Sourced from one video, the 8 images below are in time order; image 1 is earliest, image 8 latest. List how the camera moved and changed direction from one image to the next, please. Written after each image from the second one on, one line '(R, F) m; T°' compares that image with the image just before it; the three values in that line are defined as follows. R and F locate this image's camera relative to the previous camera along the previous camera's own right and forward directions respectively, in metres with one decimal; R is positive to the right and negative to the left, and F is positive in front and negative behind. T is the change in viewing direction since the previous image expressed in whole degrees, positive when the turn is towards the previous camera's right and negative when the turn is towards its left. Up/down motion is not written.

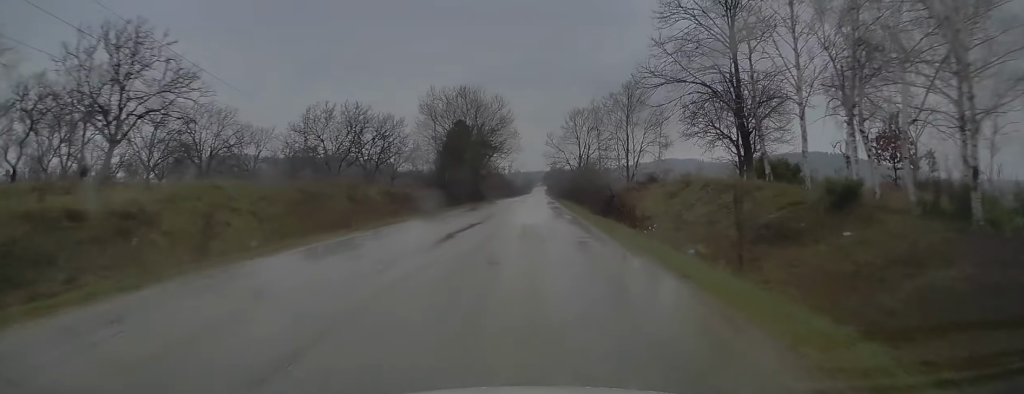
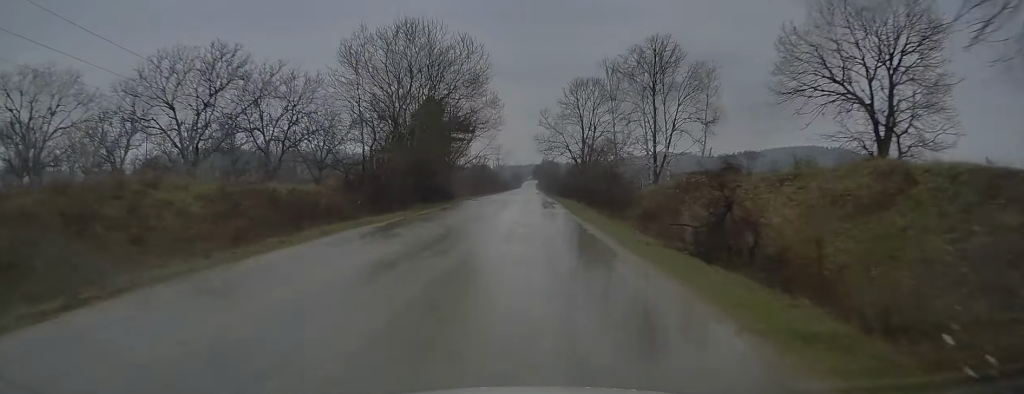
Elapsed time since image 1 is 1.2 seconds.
(+1.0, +22.0) m; +4°
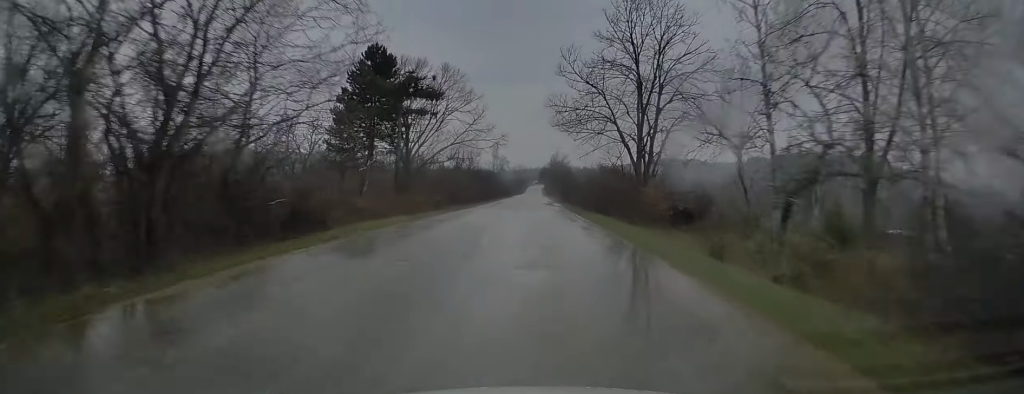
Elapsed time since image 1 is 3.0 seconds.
(+0.5, +34.7) m; 0°
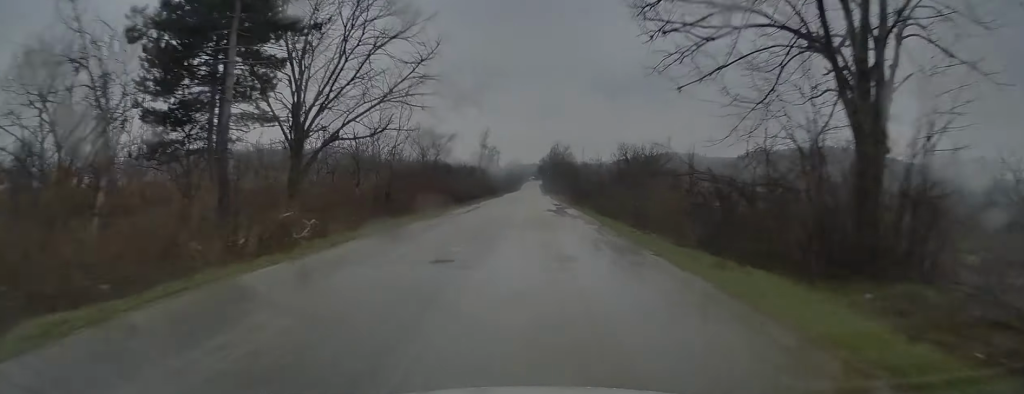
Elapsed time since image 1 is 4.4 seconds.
(-0.1, +26.8) m; -1°
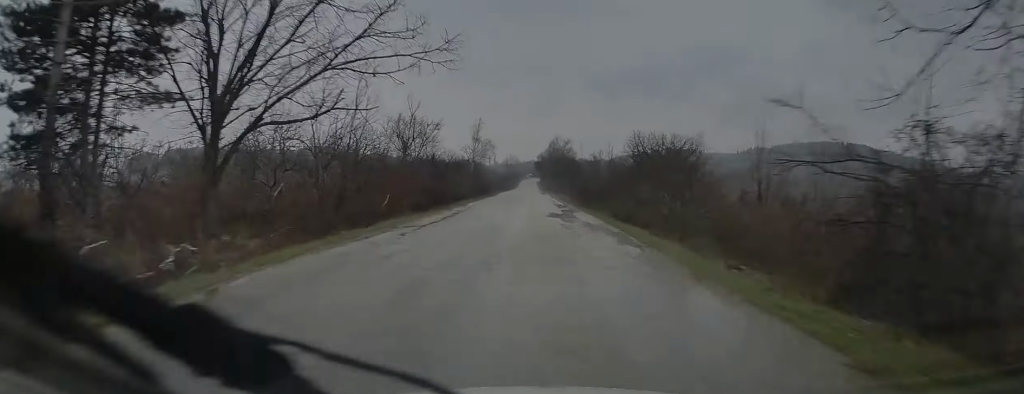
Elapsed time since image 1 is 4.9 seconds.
(0.0, +8.3) m; 0°
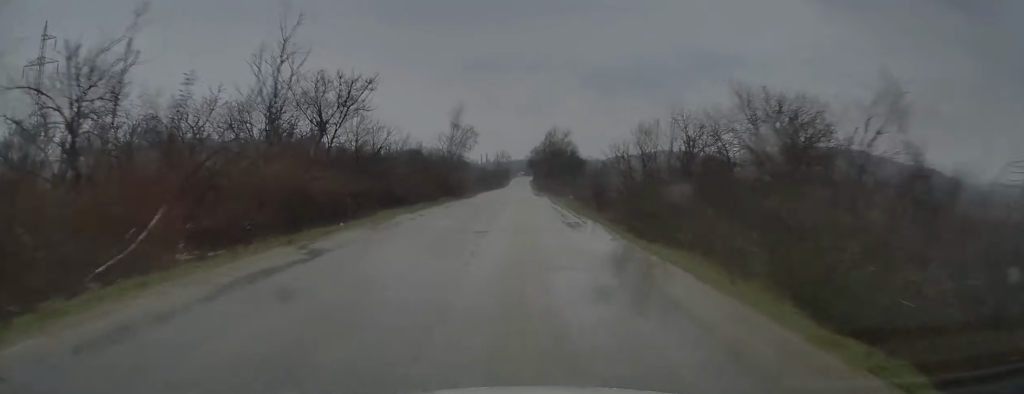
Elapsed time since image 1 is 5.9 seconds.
(-0.1, +20.0) m; 0°
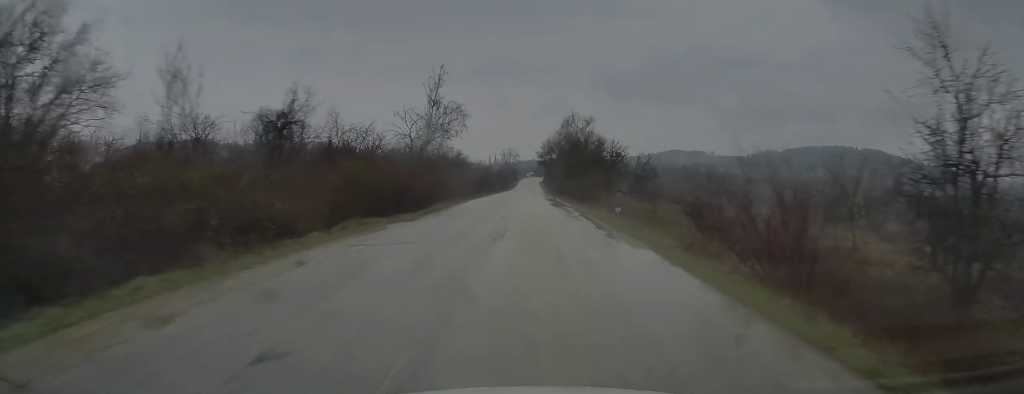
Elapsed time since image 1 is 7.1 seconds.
(0.0, +24.0) m; 0°
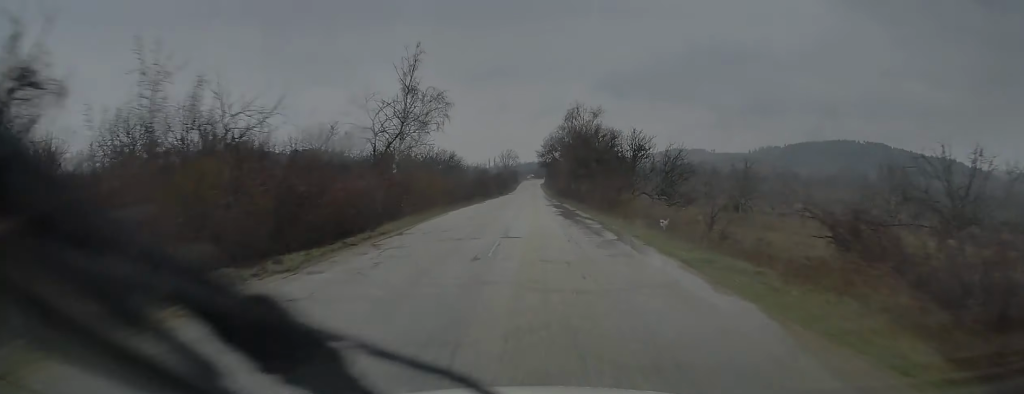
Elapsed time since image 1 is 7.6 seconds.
(0.0, +10.8) m; 0°
